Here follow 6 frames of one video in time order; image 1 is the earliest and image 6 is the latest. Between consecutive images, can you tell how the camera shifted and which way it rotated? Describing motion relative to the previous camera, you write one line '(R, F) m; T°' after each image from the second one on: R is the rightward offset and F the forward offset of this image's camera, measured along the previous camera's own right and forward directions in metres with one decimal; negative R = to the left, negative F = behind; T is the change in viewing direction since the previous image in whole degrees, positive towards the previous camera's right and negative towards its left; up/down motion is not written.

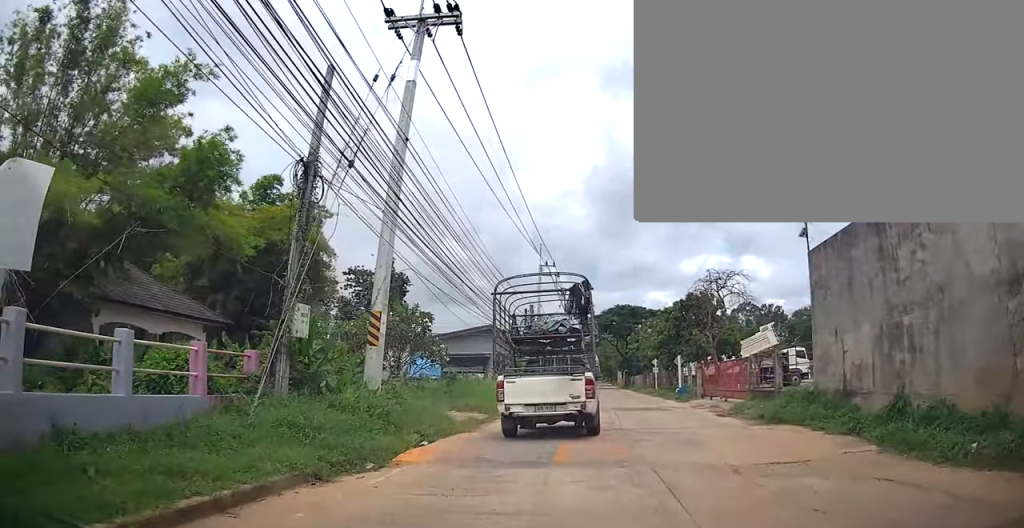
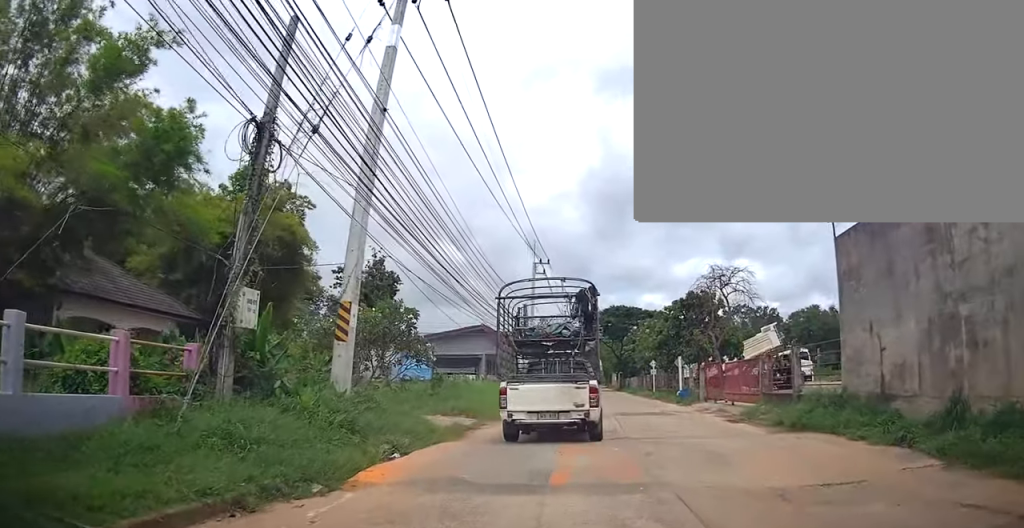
(-0.1, +1.9) m; -2°
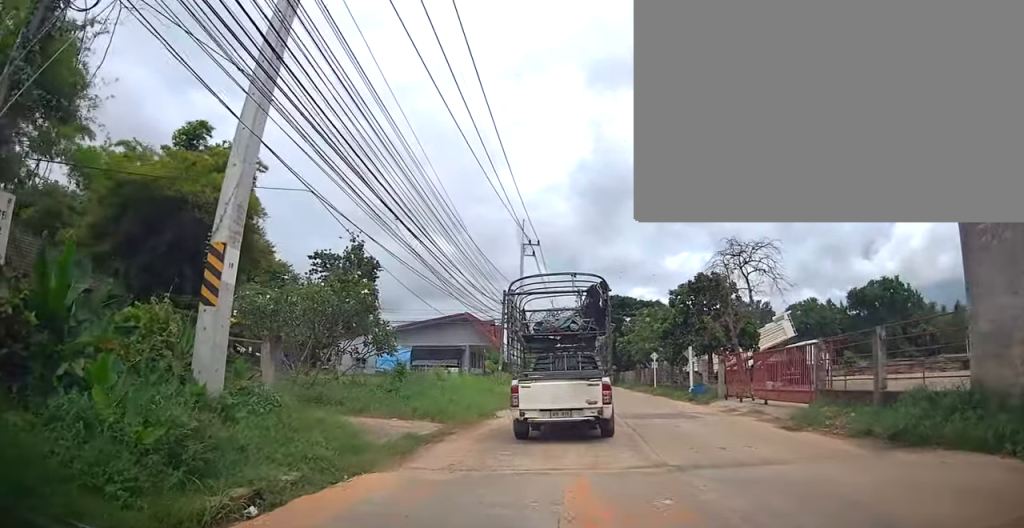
(-0.2, +4.9) m; 0°
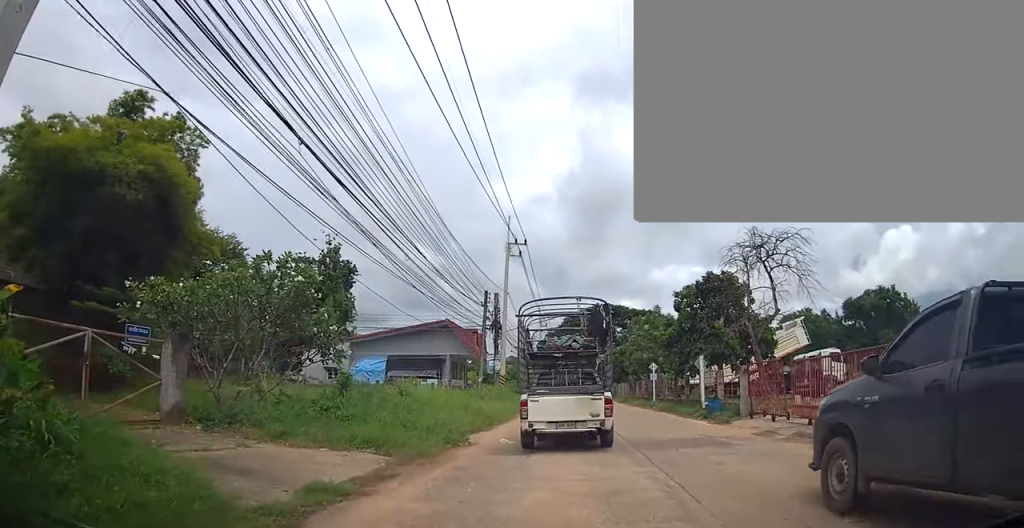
(+0.2, +4.3) m; +4°
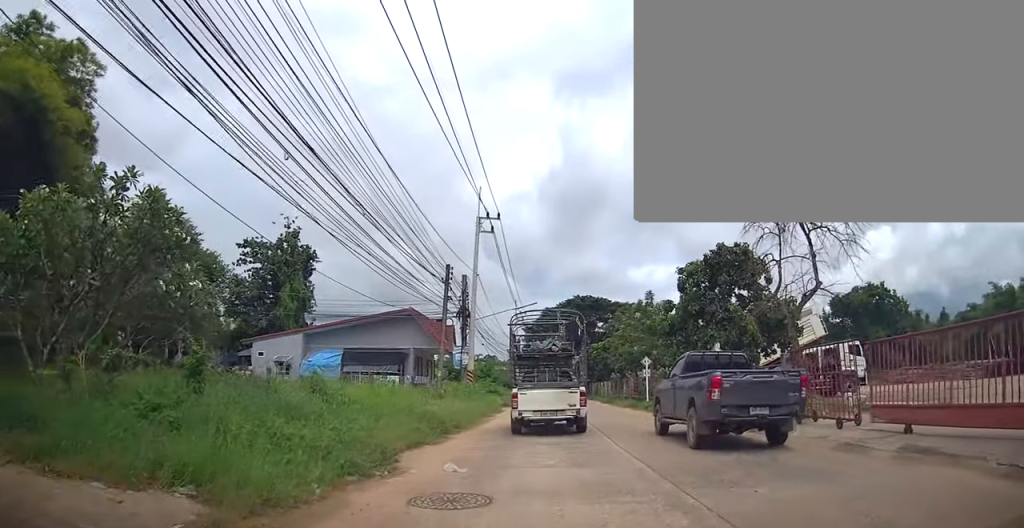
(+0.6, +5.1) m; +10°
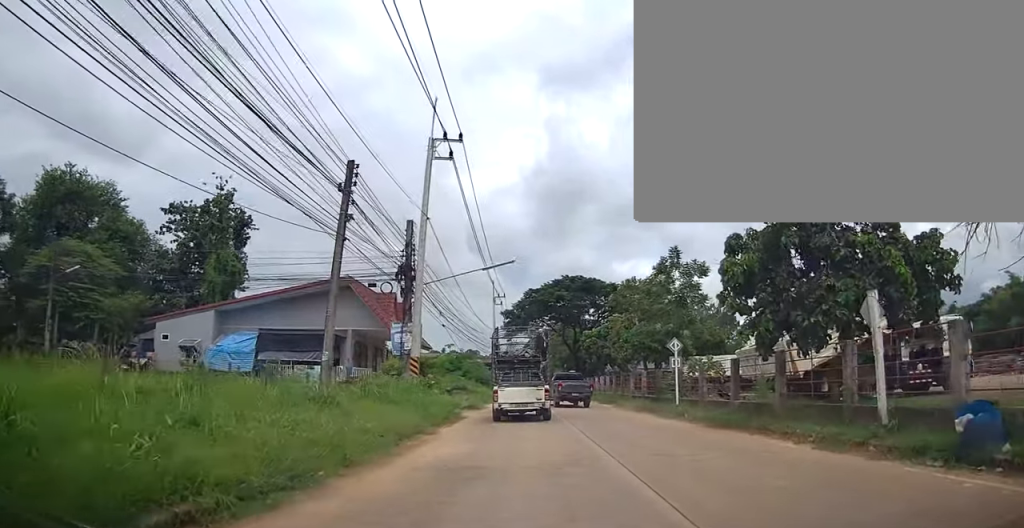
(+0.8, +7.8) m; +4°
